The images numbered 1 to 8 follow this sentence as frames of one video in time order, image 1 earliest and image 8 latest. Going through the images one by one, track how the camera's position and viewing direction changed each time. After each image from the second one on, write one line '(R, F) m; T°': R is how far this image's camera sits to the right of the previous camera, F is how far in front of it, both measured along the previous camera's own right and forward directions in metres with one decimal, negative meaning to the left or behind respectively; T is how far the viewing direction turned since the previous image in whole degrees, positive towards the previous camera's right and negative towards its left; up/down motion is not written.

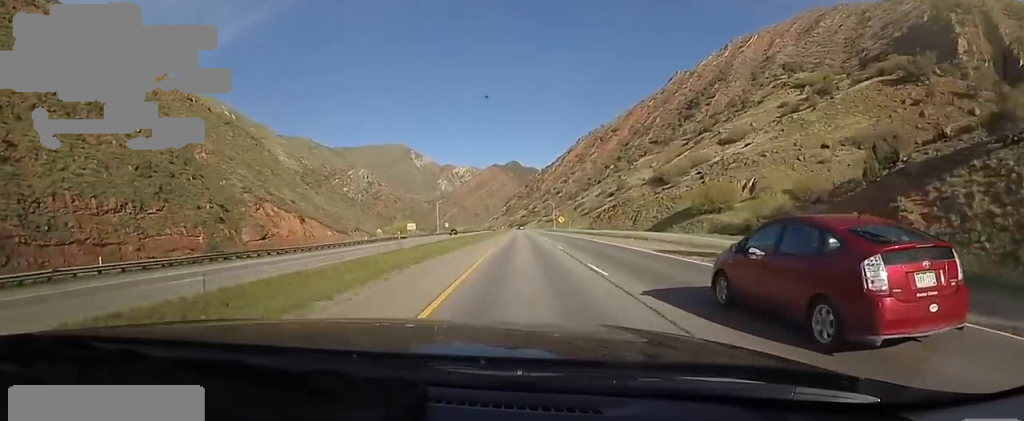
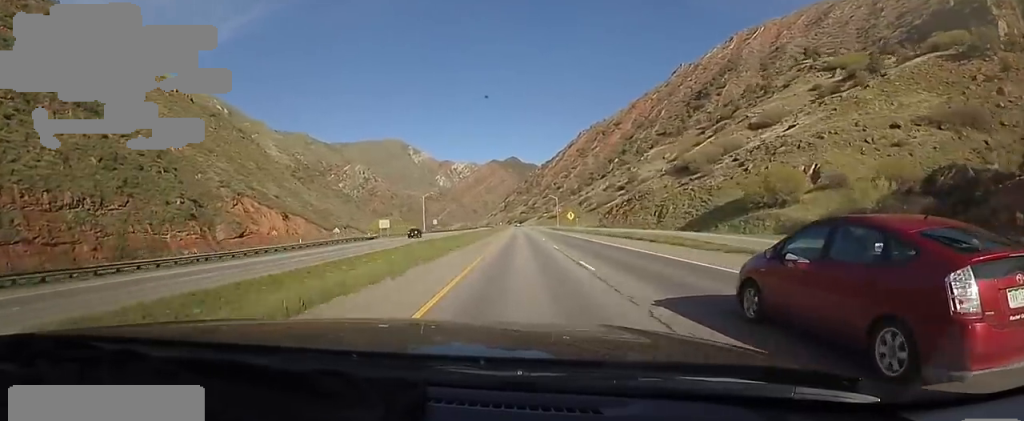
(-1.1, +23.1) m; 0°
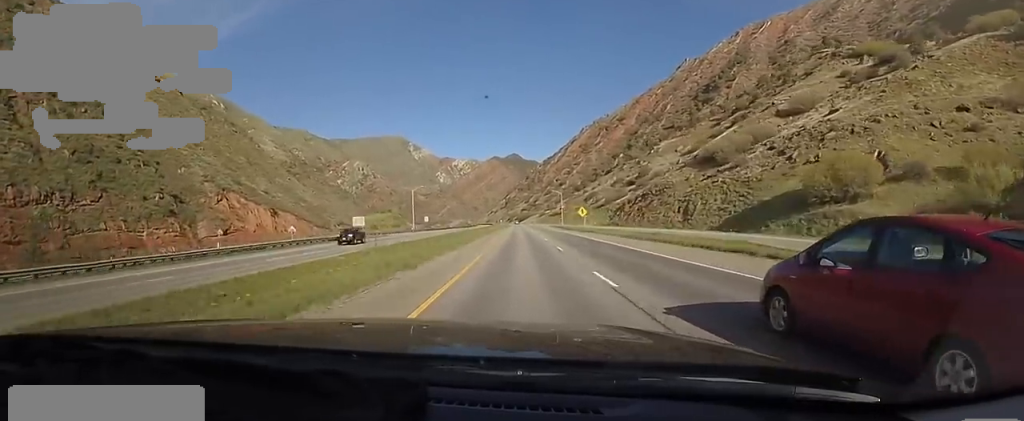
(+0.4, +15.7) m; +1°
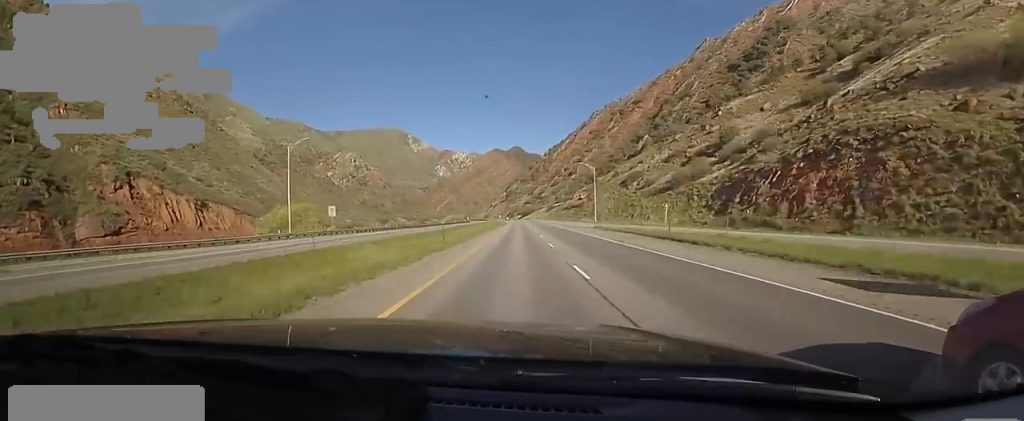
(-0.1, +72.4) m; -2°
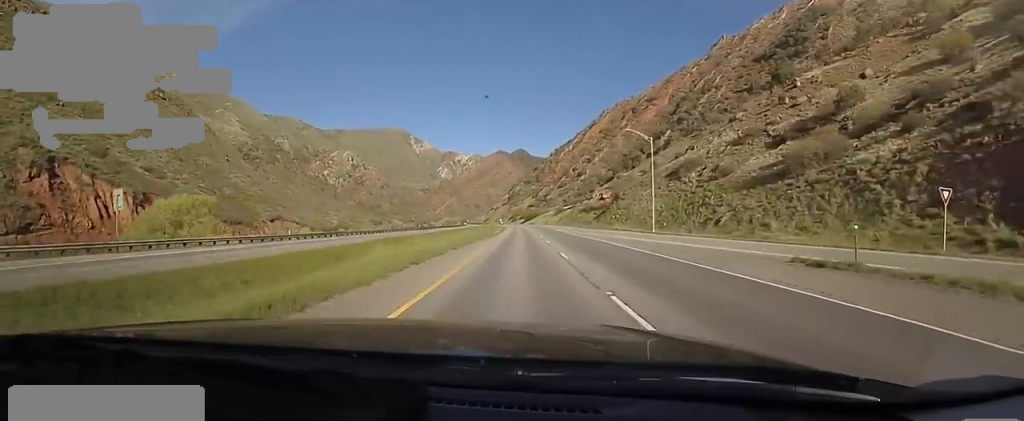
(+0.9, +41.4) m; 0°
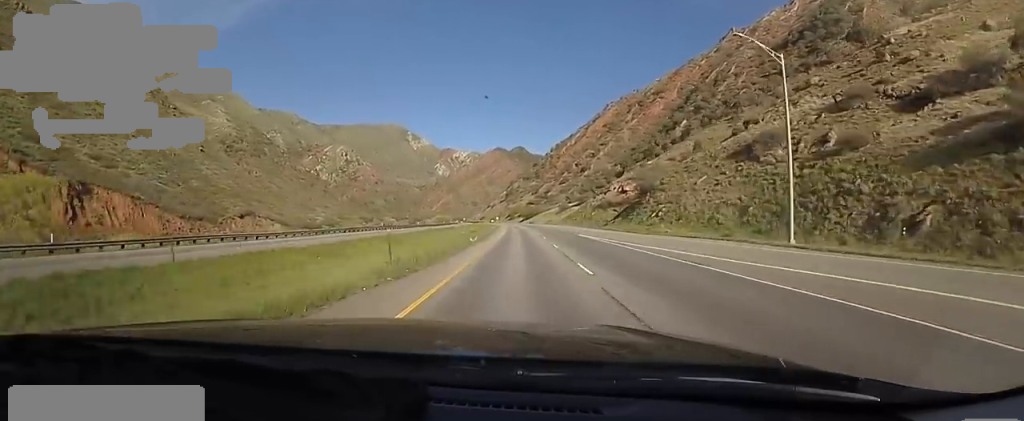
(-1.3, +30.9) m; 0°
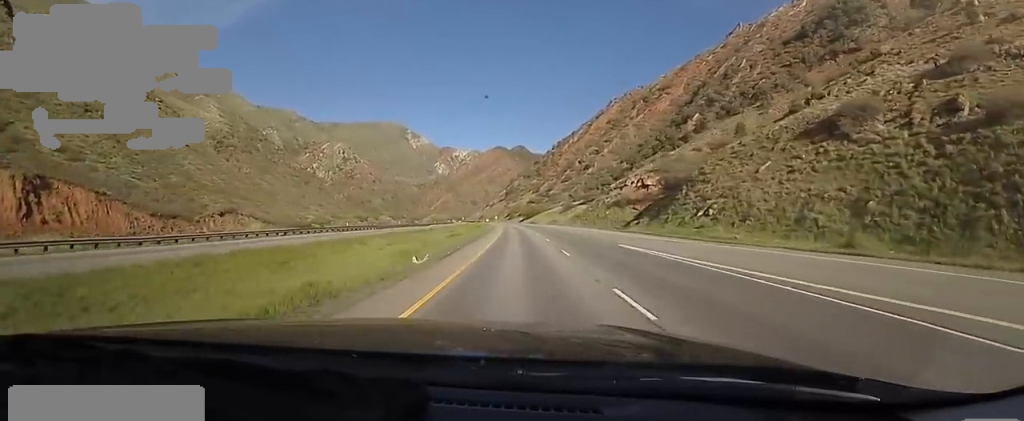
(+0.6, +18.1) m; 0°
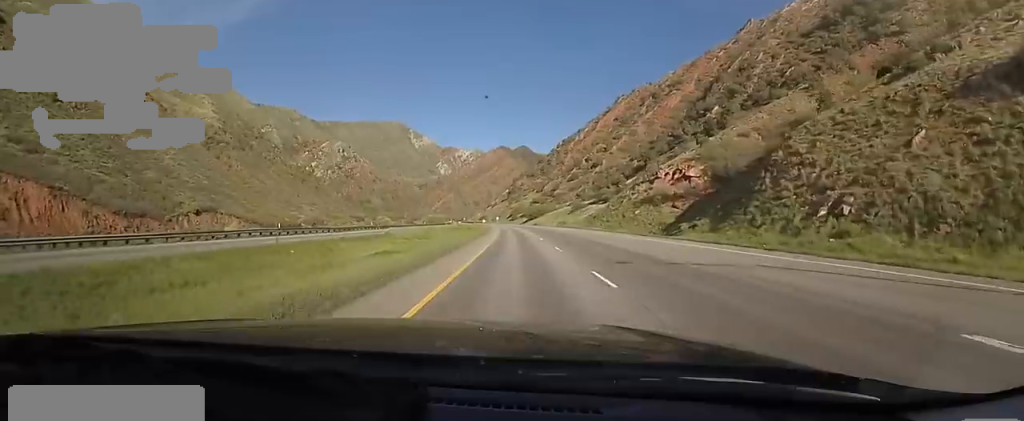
(+0.5, +21.3) m; 0°
